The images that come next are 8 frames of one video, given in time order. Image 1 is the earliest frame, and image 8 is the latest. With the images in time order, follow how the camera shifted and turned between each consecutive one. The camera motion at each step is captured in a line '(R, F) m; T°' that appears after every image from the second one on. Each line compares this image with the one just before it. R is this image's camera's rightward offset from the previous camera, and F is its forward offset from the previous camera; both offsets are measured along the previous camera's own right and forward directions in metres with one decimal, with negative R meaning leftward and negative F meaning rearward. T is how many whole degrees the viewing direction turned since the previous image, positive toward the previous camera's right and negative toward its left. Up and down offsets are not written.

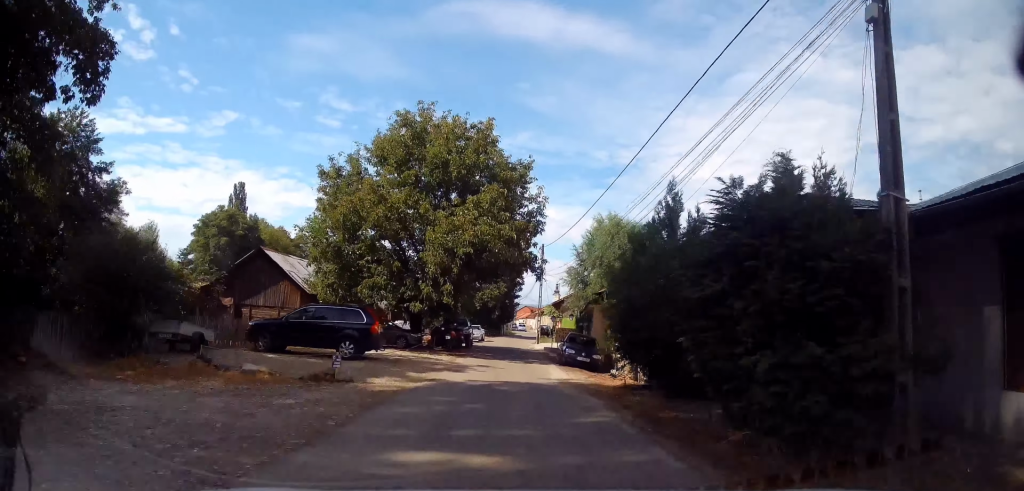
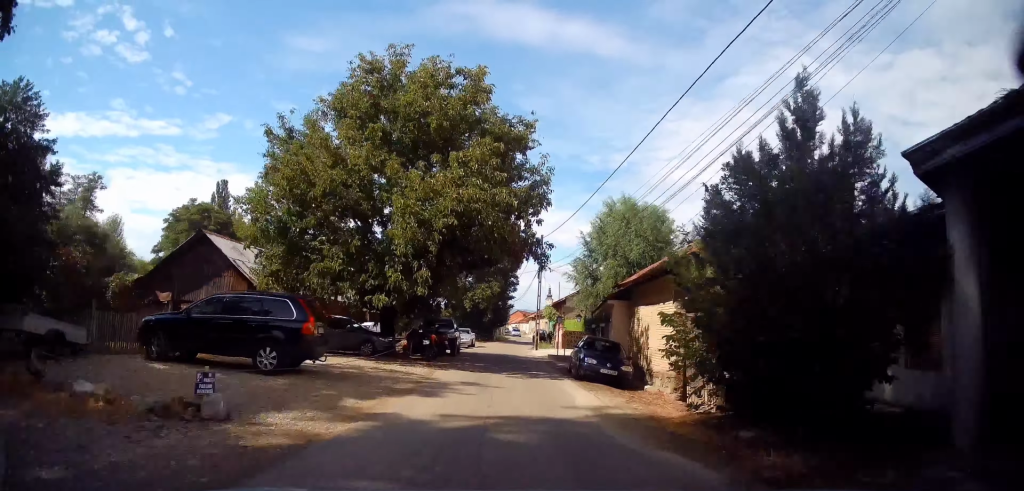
(-0.1, +6.0) m; 0°
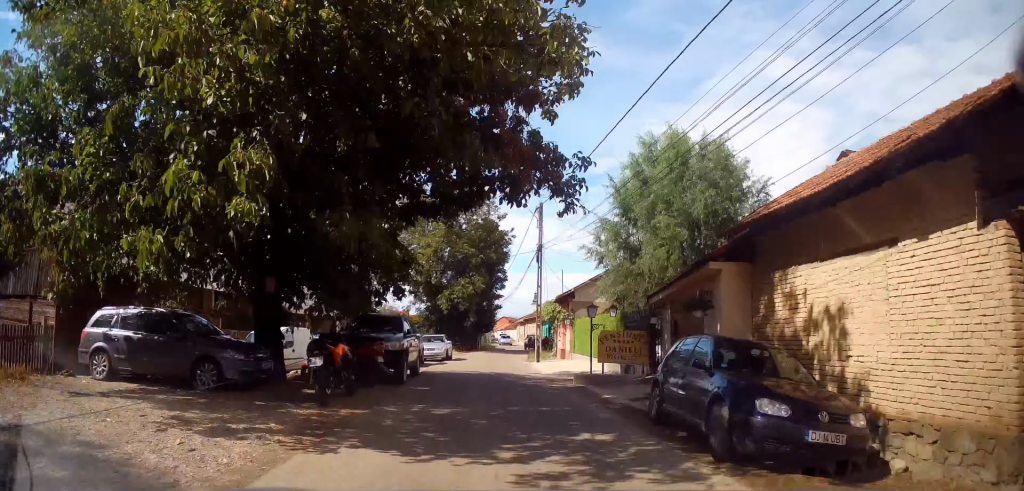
(+0.3, +11.3) m; +3°
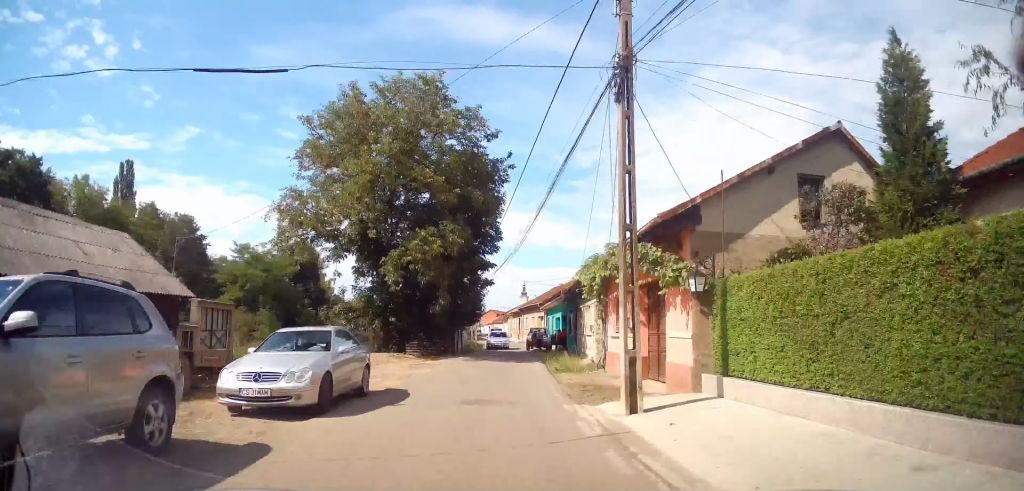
(+0.4, +18.4) m; +2°
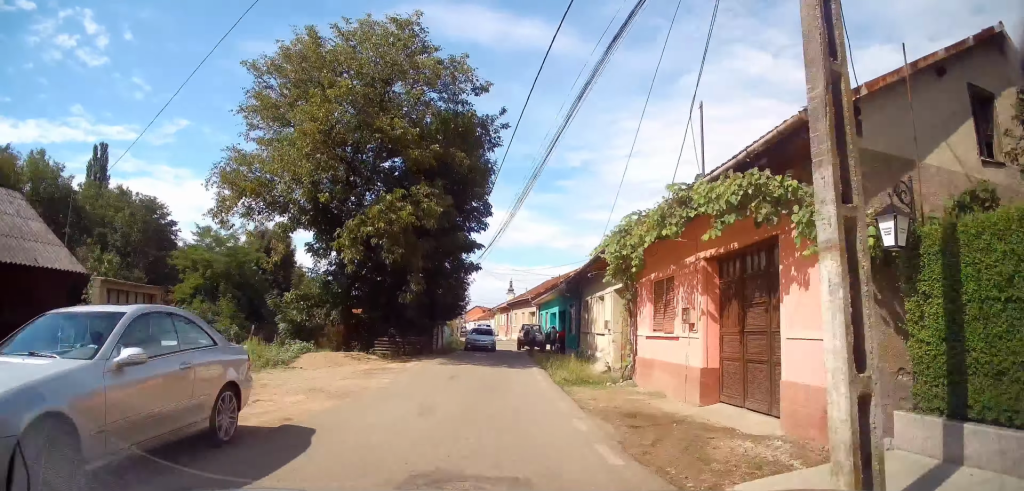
(-0.1, +5.8) m; +1°
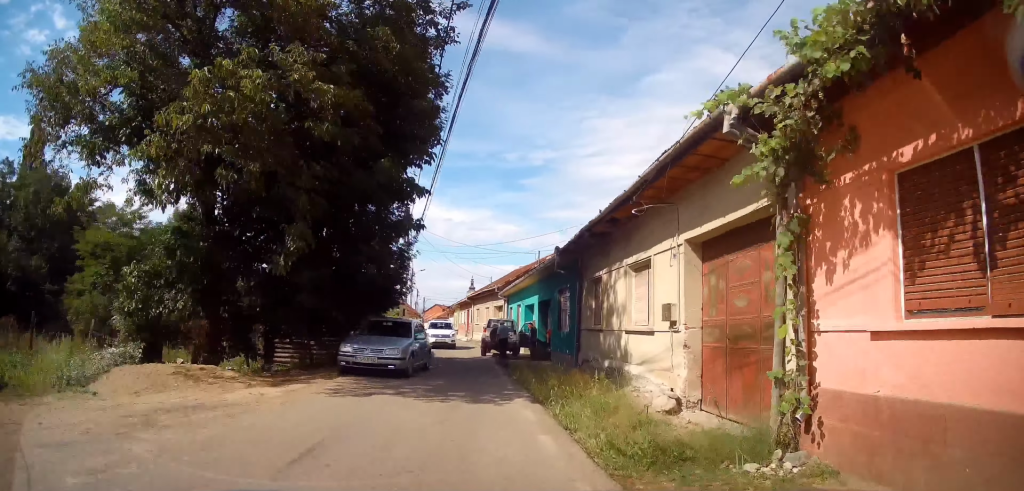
(+0.4, +10.7) m; +3°
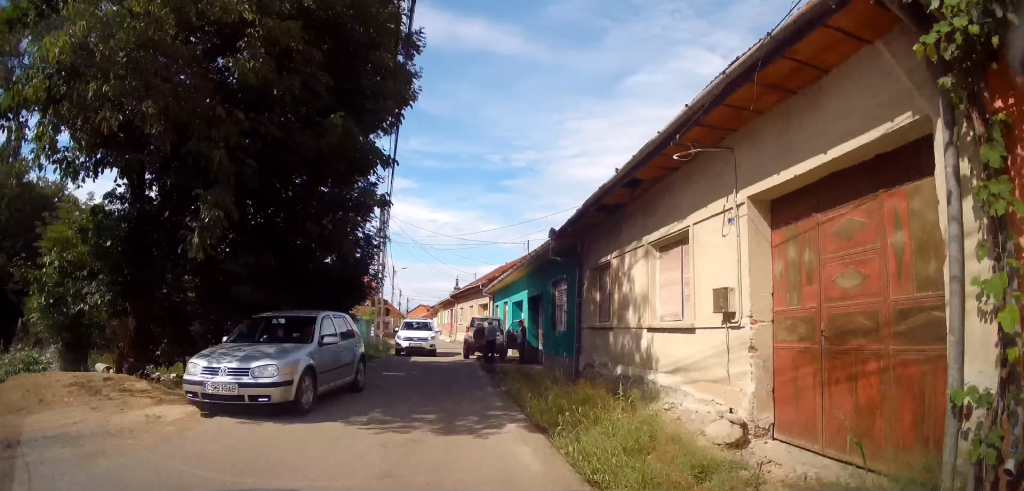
(-0.1, +3.3) m; +1°
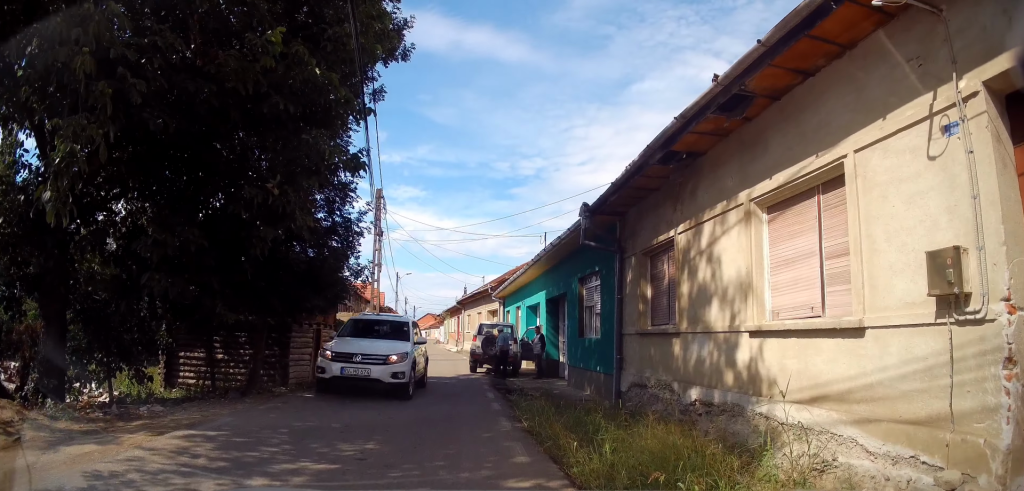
(+0.4, +5.0) m; +6°
